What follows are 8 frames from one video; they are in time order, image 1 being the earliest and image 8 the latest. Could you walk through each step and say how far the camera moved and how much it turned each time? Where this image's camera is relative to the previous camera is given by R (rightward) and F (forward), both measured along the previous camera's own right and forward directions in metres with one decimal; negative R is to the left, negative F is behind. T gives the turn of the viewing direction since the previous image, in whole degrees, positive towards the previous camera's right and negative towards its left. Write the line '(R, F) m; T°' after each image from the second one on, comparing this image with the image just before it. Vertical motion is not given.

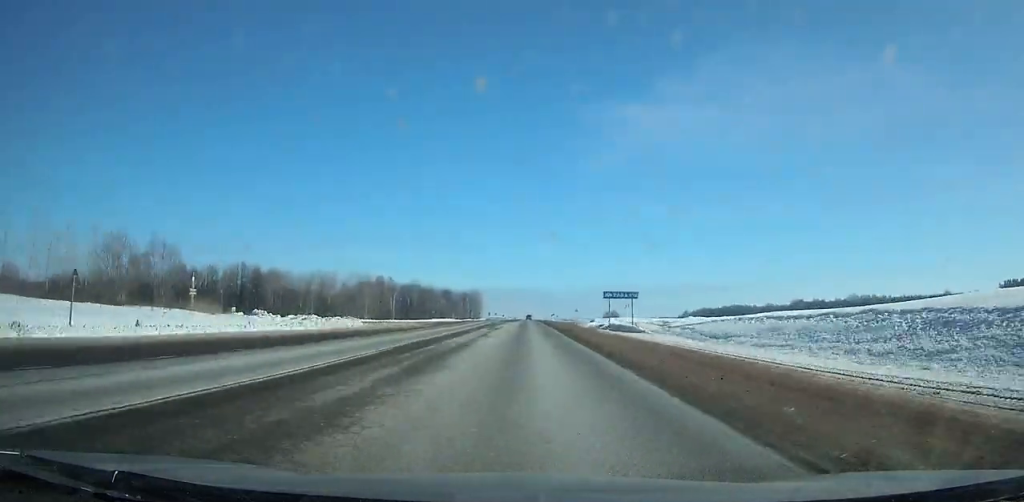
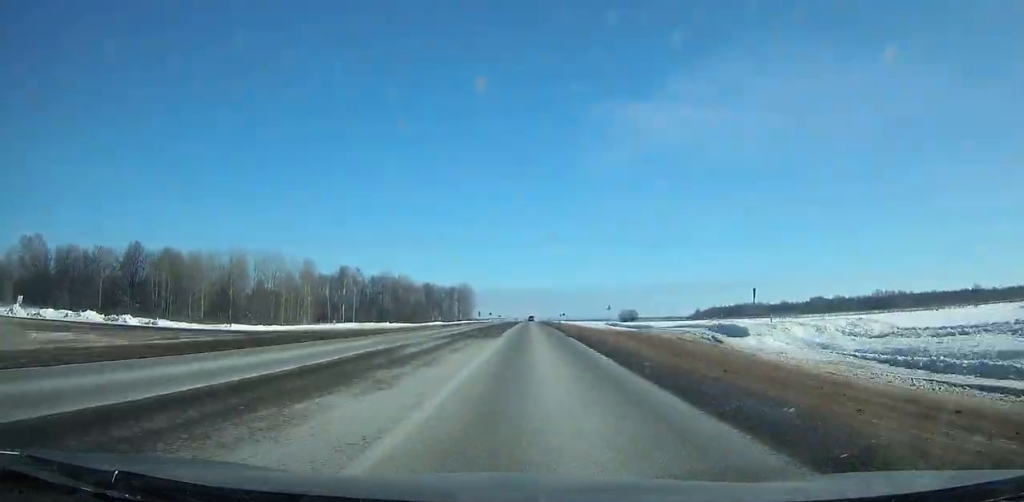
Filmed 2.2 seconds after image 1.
(-0.6, +56.6) m; -1°
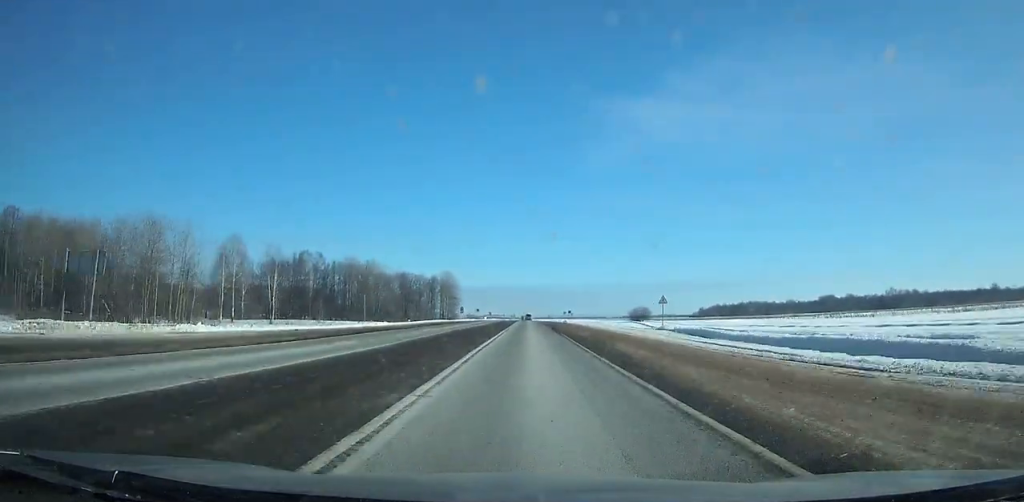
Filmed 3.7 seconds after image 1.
(-0.2, +38.6) m; 0°
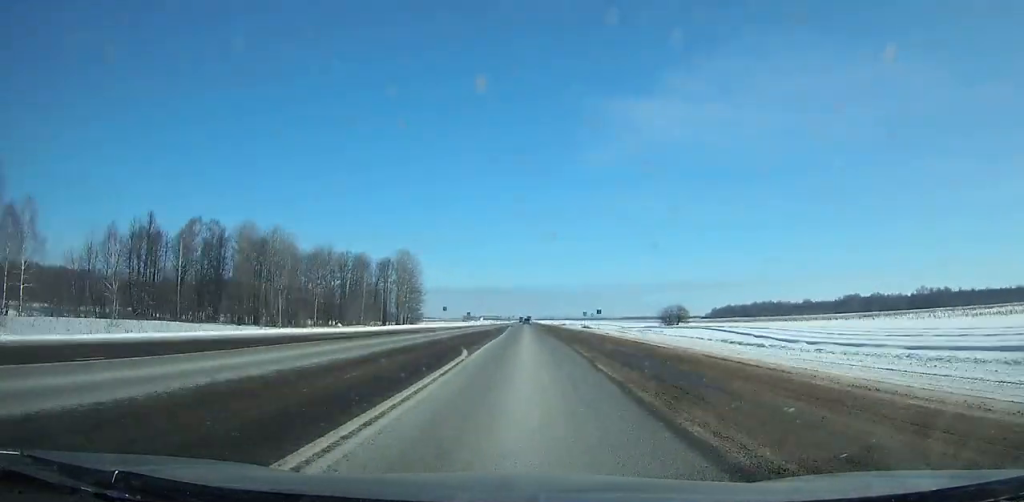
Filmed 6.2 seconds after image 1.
(+0.1, +64.0) m; 0°
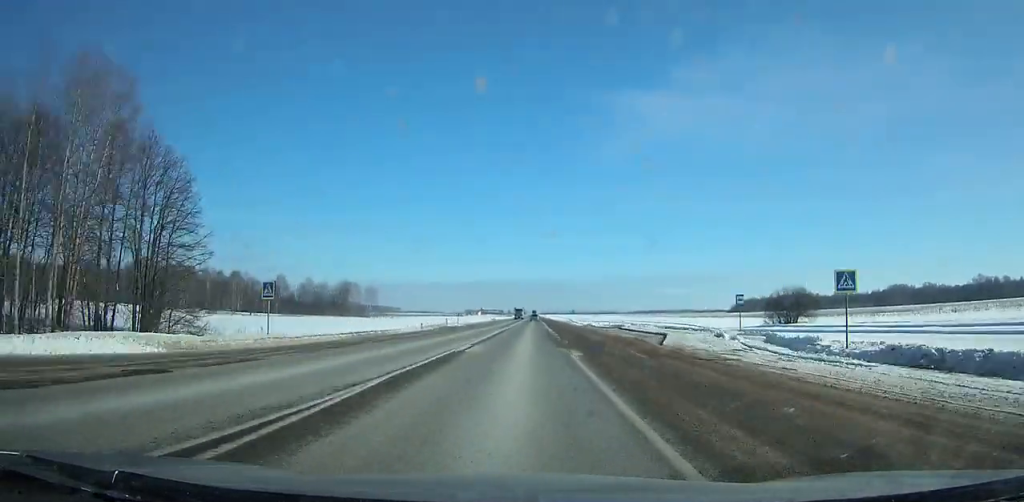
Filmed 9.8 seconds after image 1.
(+0.3, +91.9) m; 0°
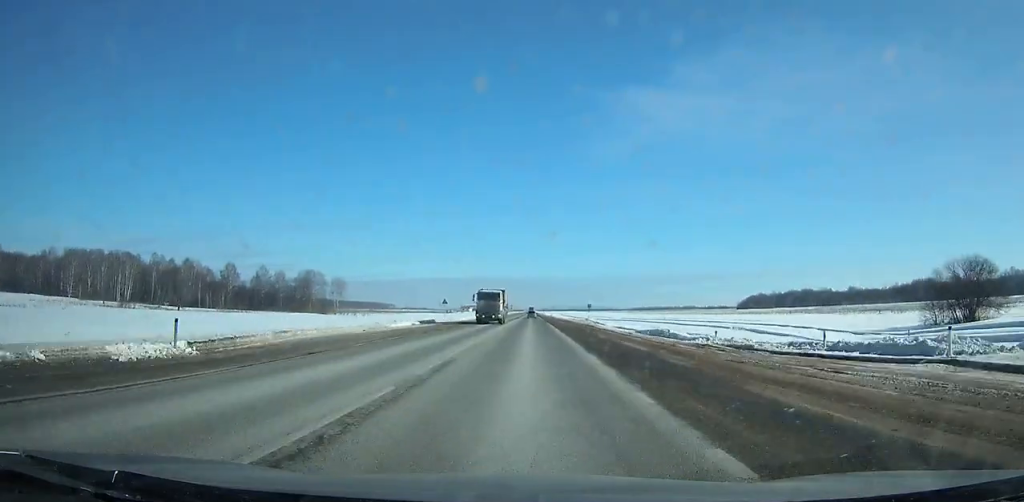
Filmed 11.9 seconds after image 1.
(-0.2, +53.6) m; 0°
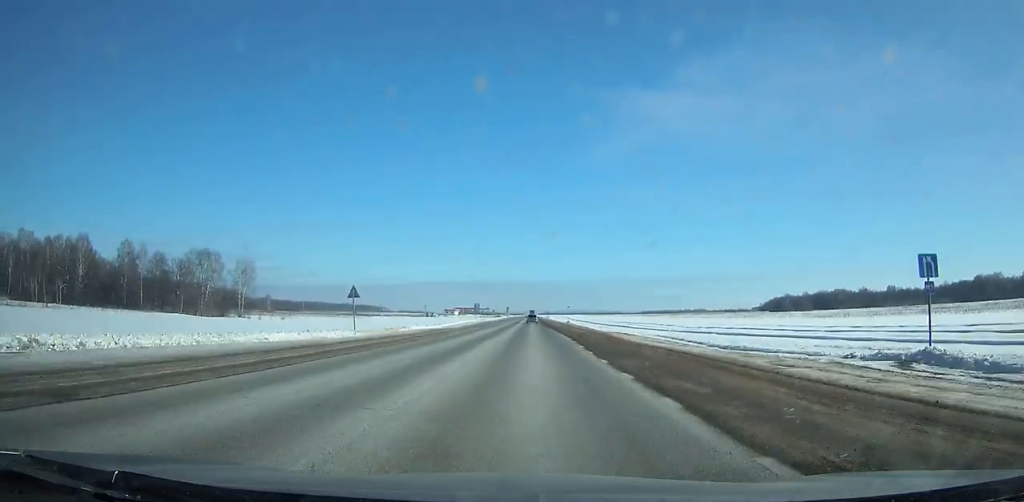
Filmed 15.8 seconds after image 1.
(+0.3, +99.7) m; 0°
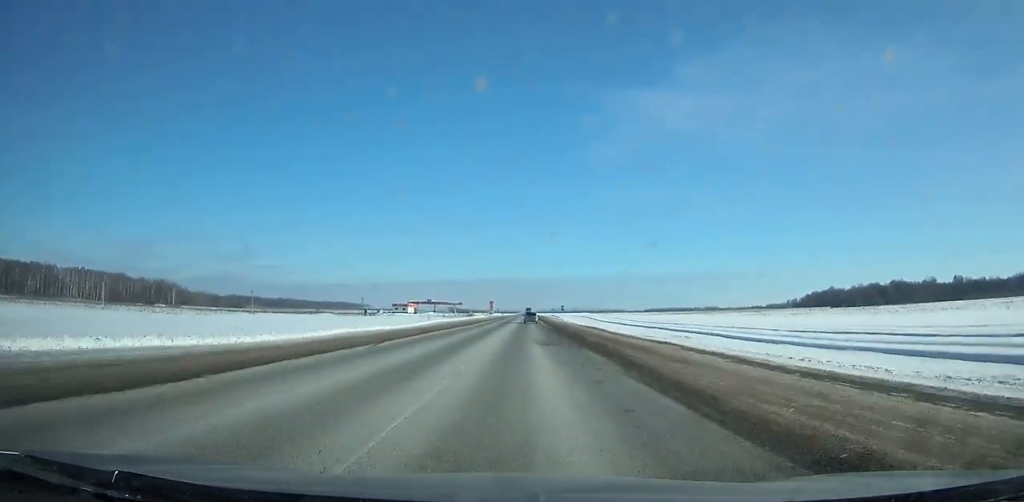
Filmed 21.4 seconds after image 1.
(+0.3, +143.7) m; 0°
